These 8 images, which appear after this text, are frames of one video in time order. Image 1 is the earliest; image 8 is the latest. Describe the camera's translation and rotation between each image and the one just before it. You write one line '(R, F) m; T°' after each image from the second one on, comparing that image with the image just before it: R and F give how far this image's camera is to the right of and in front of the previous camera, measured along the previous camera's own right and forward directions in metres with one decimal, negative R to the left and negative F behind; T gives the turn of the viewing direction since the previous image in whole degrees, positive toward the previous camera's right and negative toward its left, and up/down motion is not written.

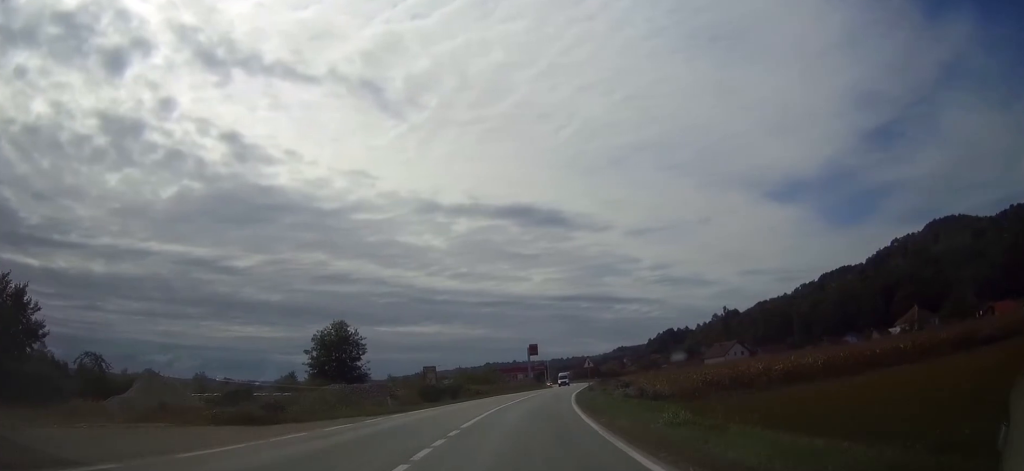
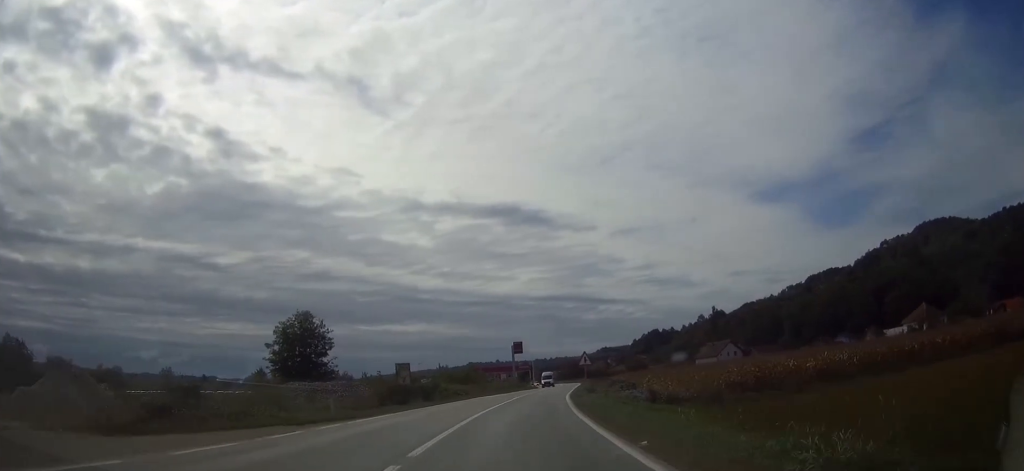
(+0.1, +8.2) m; +1°
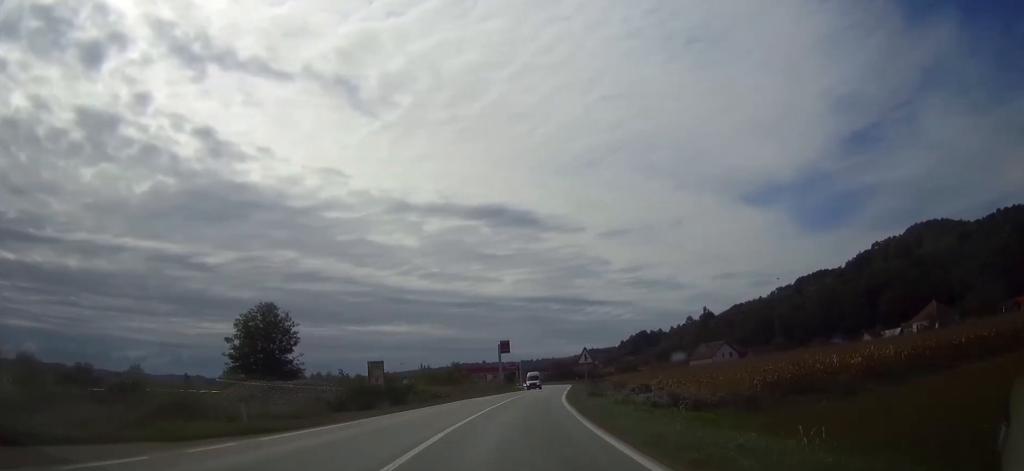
(+0.1, +7.5) m; +1°
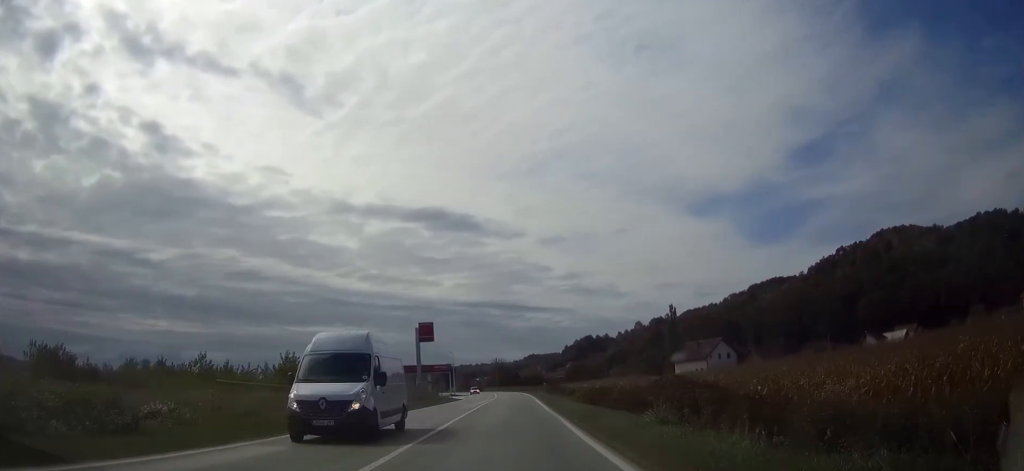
(+2.2, +44.7) m; +4°
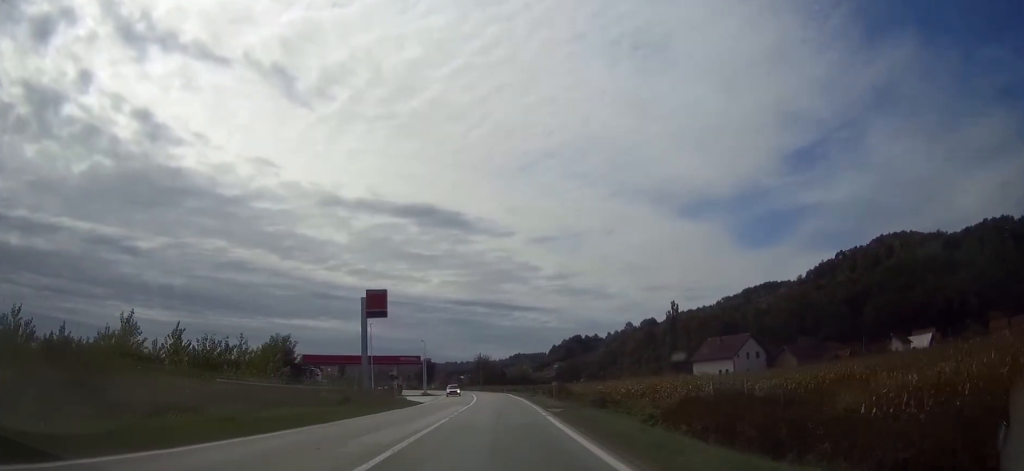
(+0.4, +25.3) m; +1°
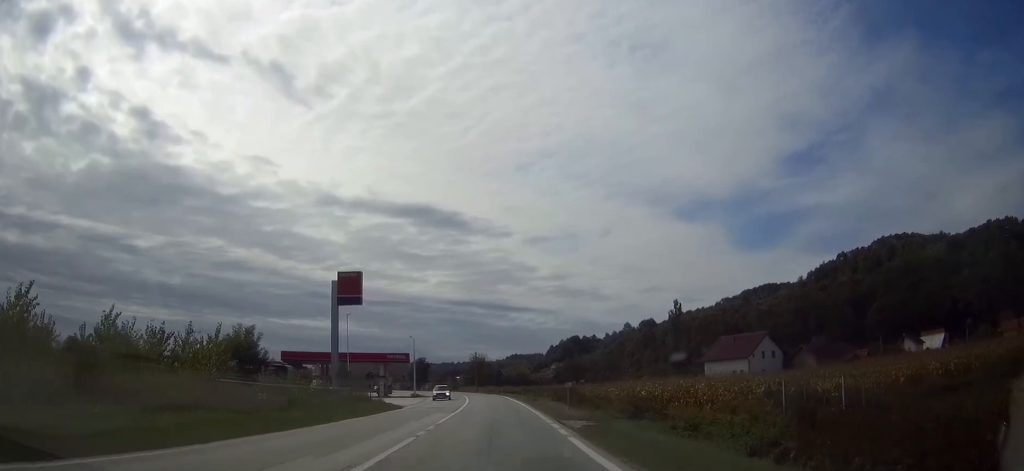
(0.0, +9.1) m; 0°
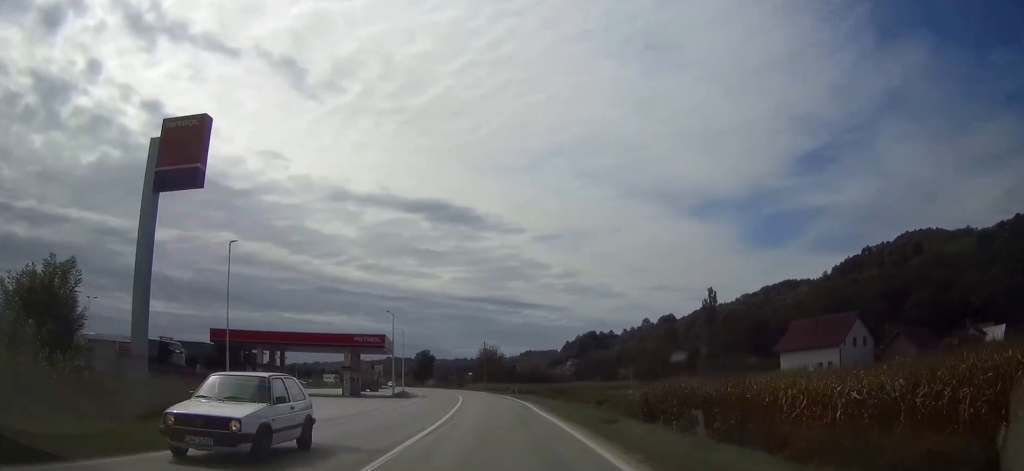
(-0.3, +27.4) m; -1°
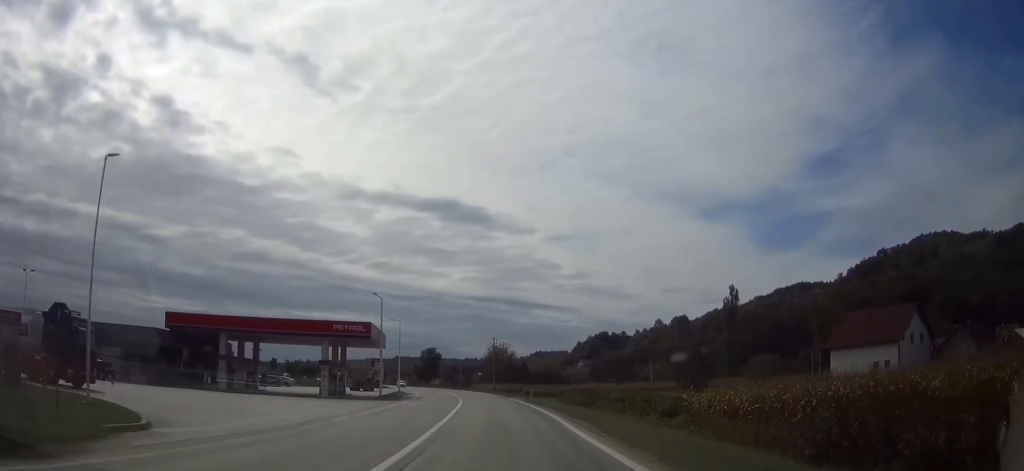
(-0.1, +11.7) m; -1°
